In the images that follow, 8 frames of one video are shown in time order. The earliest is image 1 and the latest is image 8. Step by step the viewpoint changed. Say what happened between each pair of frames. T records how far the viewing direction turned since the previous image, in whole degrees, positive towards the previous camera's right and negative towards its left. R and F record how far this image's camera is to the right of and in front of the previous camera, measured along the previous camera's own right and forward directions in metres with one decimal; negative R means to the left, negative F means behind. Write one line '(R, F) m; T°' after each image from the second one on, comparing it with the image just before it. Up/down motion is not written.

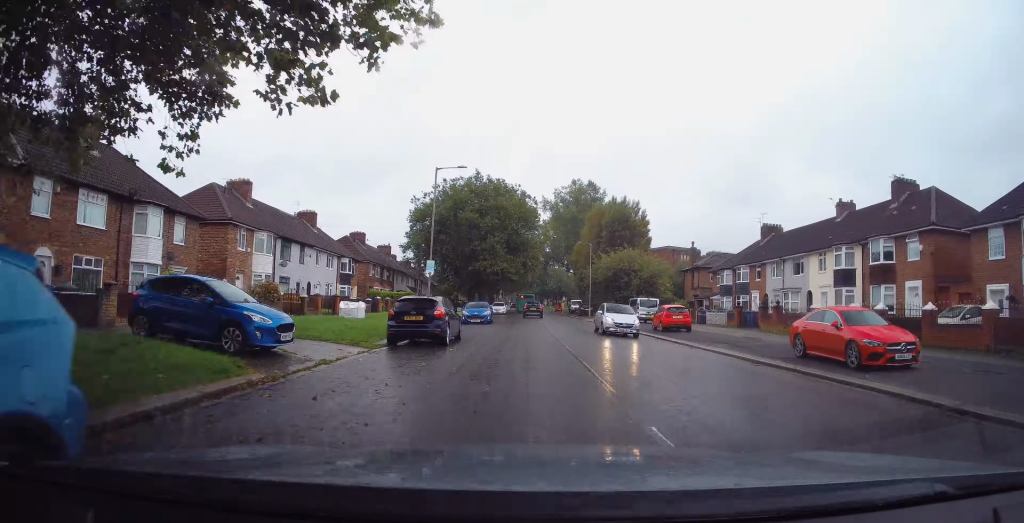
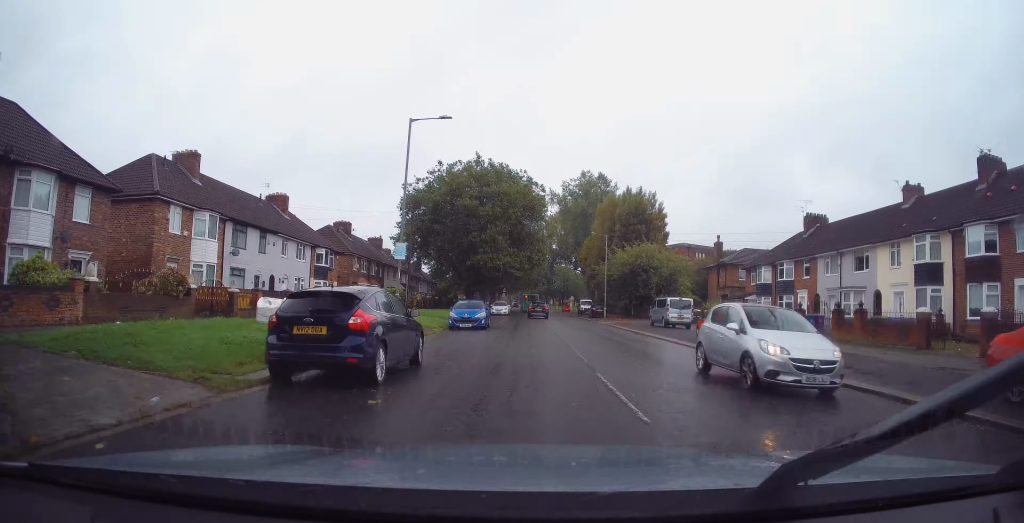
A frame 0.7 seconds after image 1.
(+0.2, +8.0) m; +1°
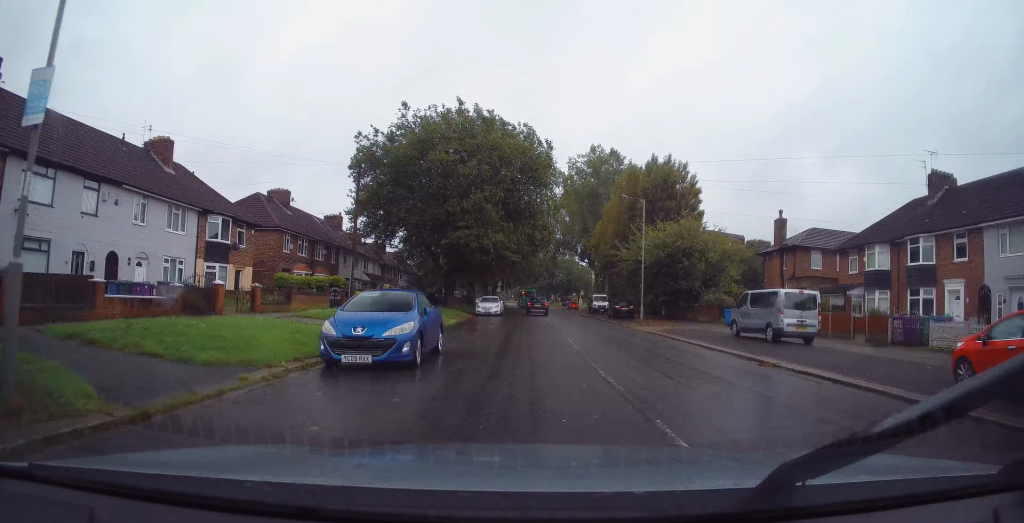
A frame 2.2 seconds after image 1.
(-0.1, +16.5) m; -3°
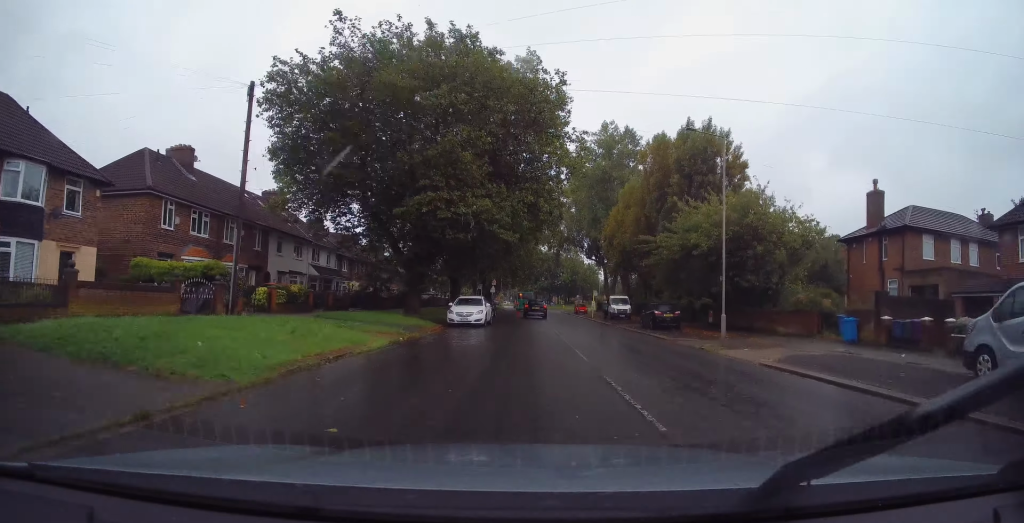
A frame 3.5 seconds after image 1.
(-0.3, +15.0) m; 0°
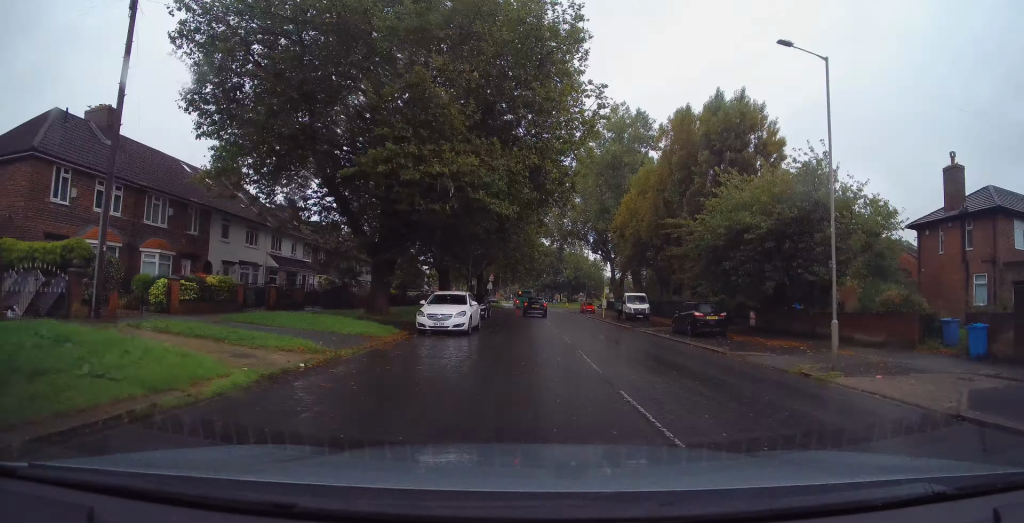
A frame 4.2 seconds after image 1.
(+0.1, +8.1) m; +1°
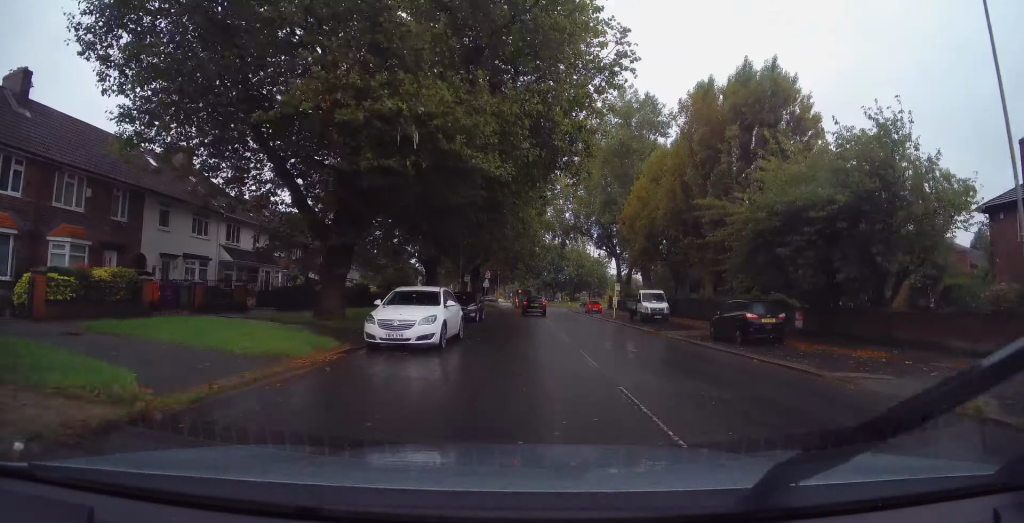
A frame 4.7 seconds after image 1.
(0.0, +6.5) m; +1°
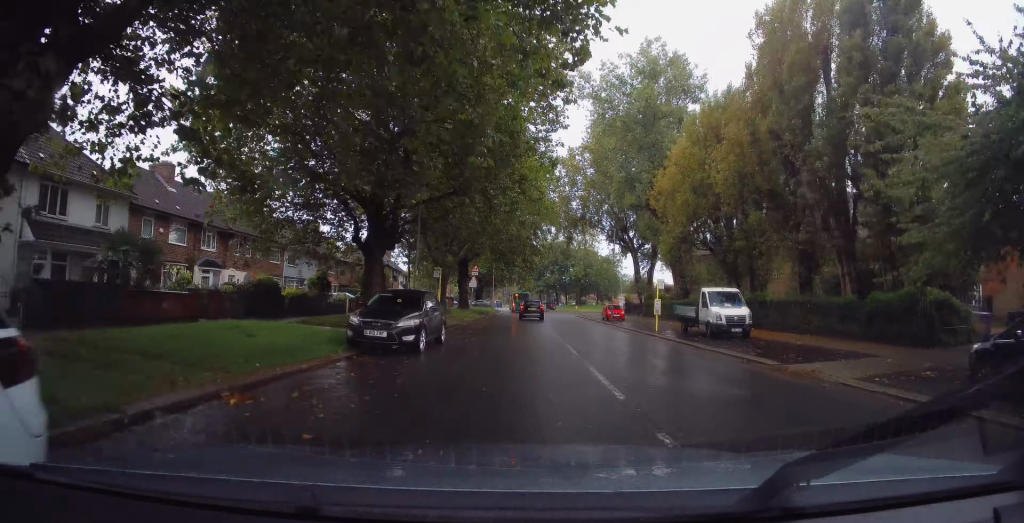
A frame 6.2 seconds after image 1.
(+0.2, +15.7) m; -1°
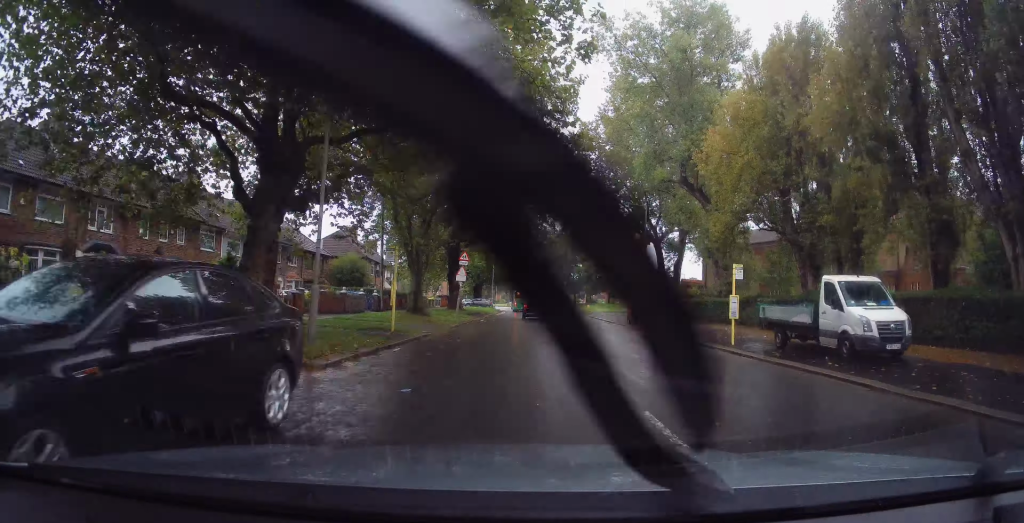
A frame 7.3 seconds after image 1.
(-0.4, +11.5) m; -3°
